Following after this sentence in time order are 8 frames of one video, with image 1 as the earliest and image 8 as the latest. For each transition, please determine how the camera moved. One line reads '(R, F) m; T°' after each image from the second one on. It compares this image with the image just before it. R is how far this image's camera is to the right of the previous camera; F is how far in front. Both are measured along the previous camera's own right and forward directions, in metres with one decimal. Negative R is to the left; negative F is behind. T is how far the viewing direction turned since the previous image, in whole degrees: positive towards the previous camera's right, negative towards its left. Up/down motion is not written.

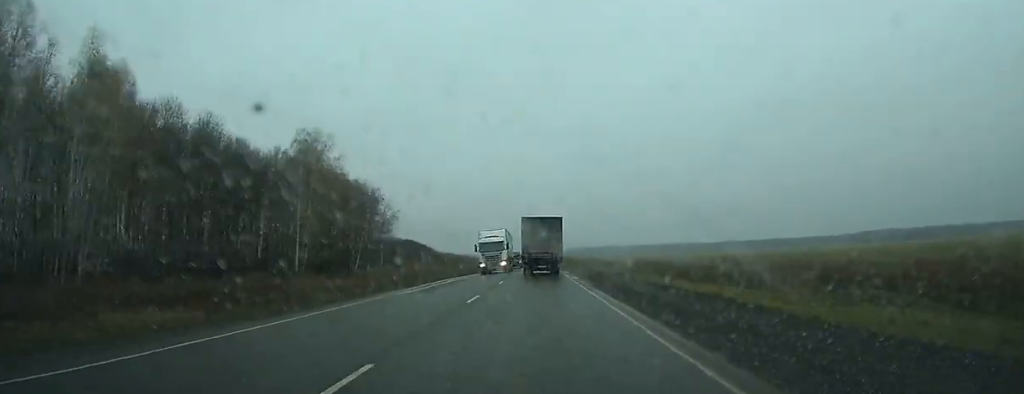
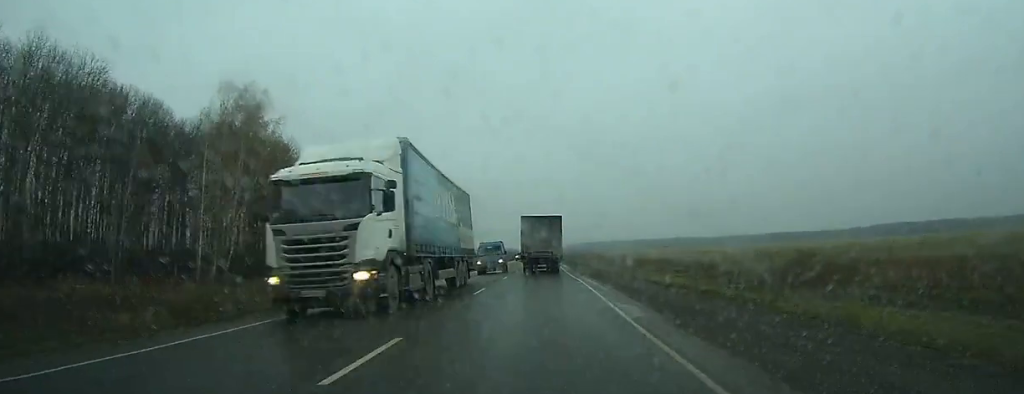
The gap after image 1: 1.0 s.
(-0.1, +22.4) m; 0°
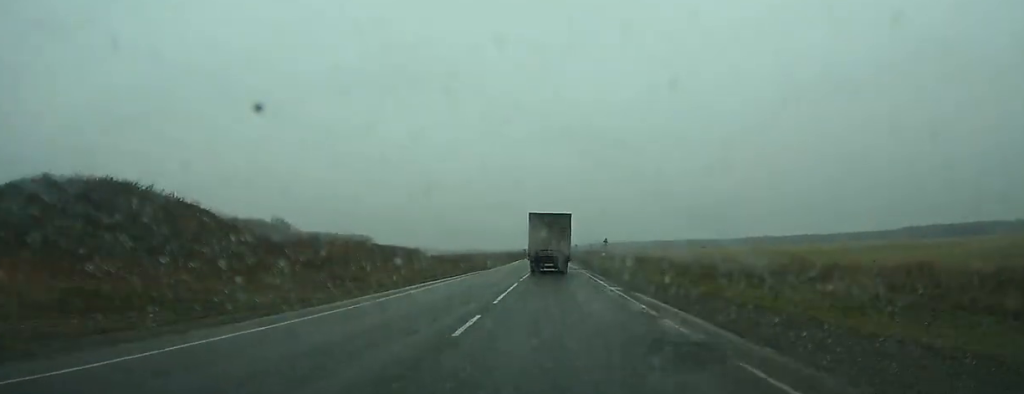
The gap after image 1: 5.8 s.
(-0.5, +107.5) m; 0°
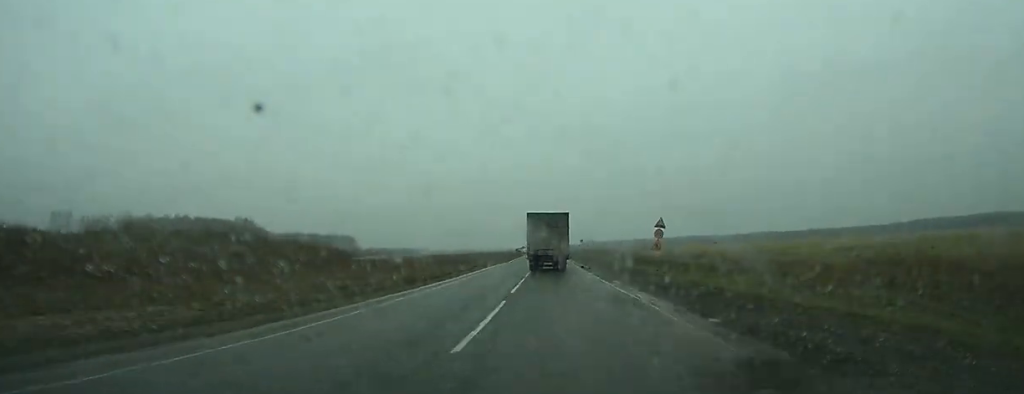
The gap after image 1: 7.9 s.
(+0.1, +45.7) m; 0°
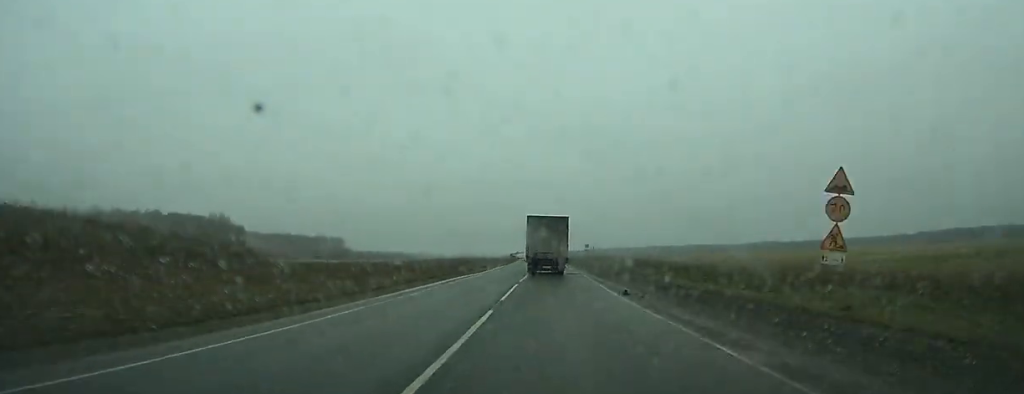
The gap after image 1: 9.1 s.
(0.0, +27.7) m; 0°
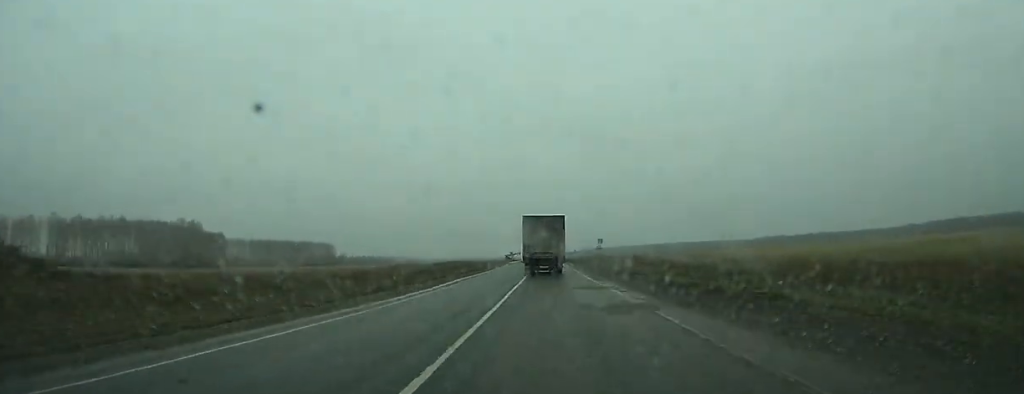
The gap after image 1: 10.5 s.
(0.0, +28.9) m; 0°
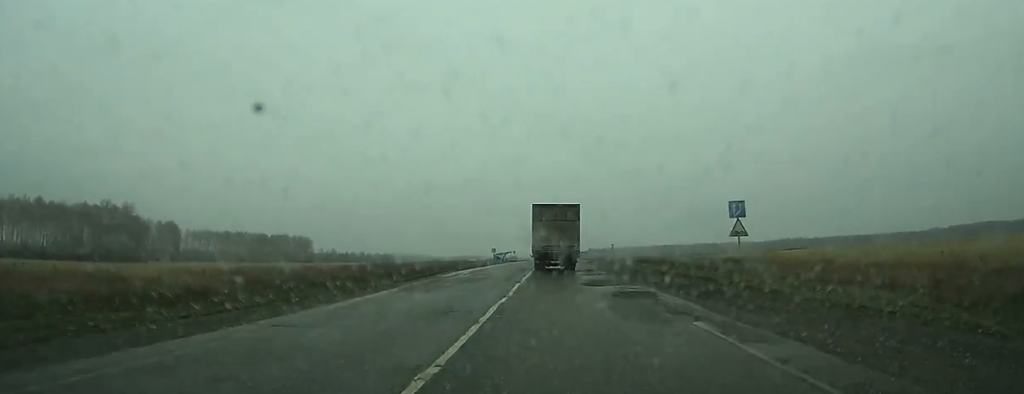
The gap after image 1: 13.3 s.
(-0.3, +60.1) m; 0°
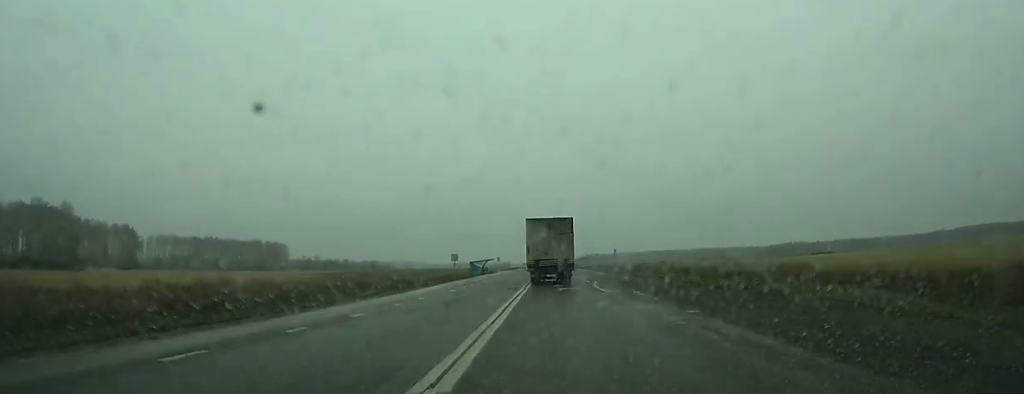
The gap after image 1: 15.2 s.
(+0.2, +37.1) m; +1°
